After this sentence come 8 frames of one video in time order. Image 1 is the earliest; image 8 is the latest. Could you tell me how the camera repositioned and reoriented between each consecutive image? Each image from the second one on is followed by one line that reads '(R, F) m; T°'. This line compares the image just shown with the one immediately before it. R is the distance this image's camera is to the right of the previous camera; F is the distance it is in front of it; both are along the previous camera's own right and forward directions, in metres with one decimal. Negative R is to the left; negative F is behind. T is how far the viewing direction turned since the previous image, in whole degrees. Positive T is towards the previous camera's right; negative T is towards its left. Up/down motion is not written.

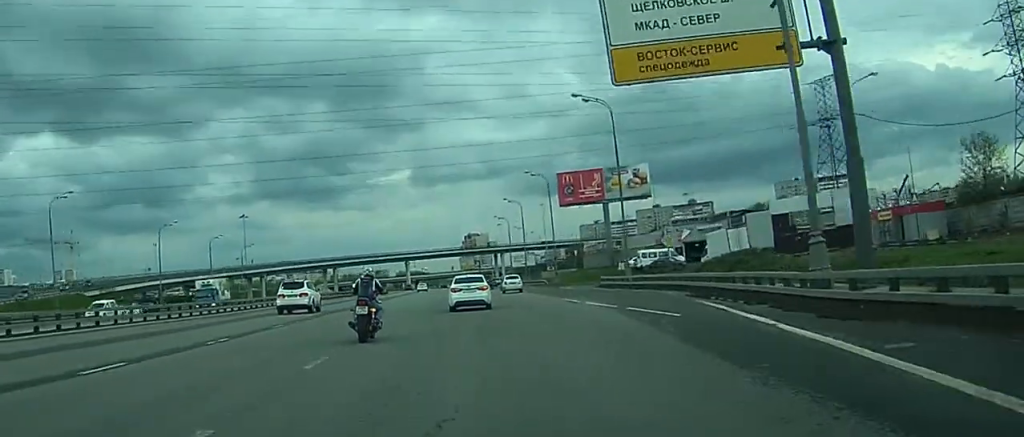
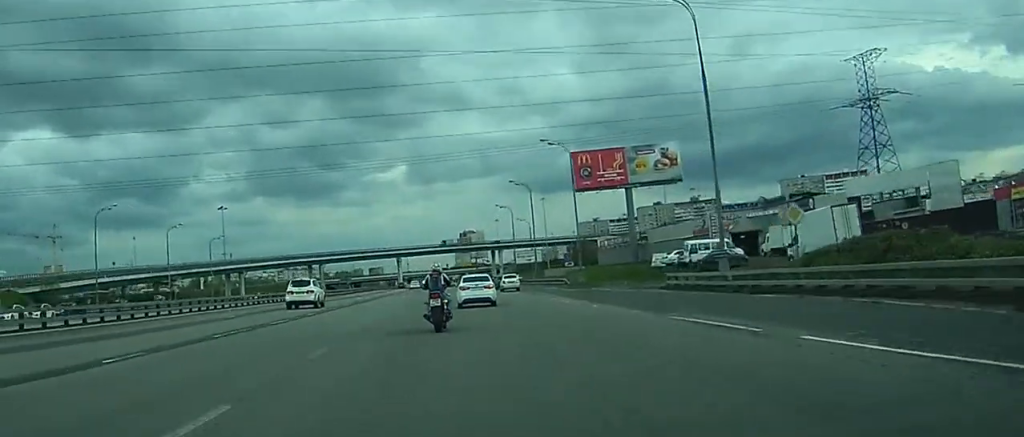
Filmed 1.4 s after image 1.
(0.0, +11.1) m; 0°
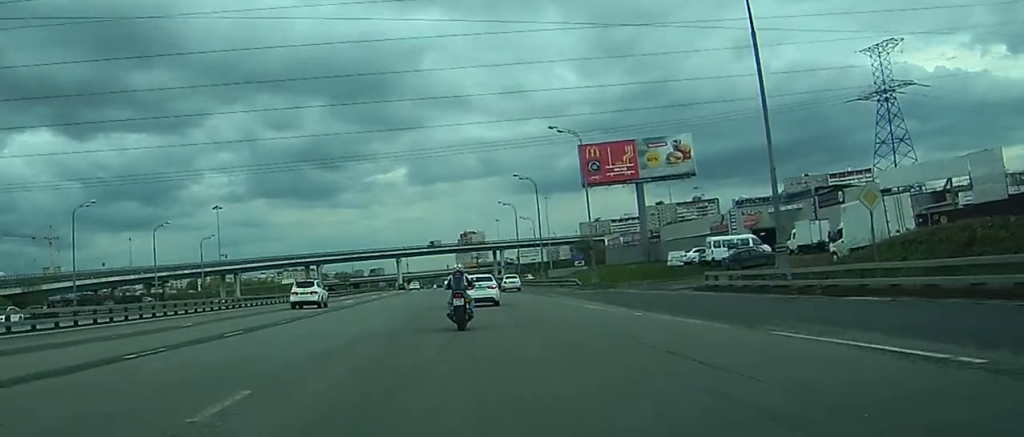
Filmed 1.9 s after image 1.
(0.0, +3.7) m; 0°
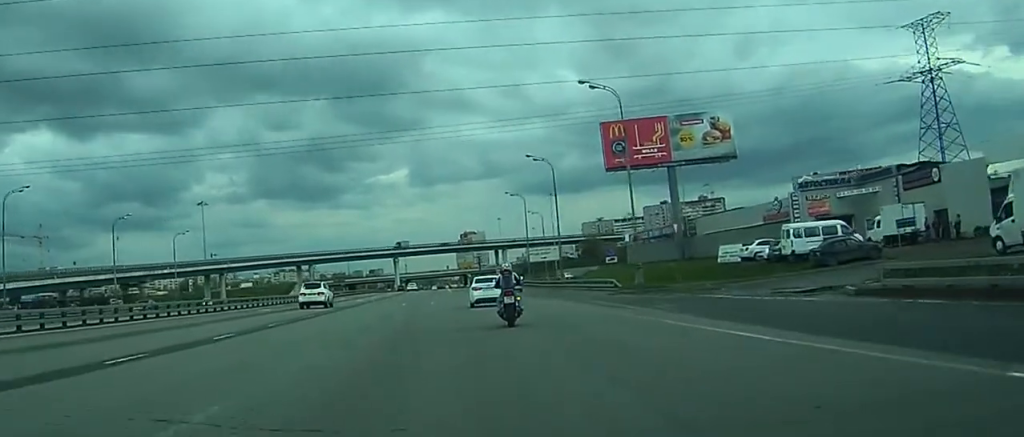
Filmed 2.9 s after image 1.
(+0.1, +11.4) m; +1°
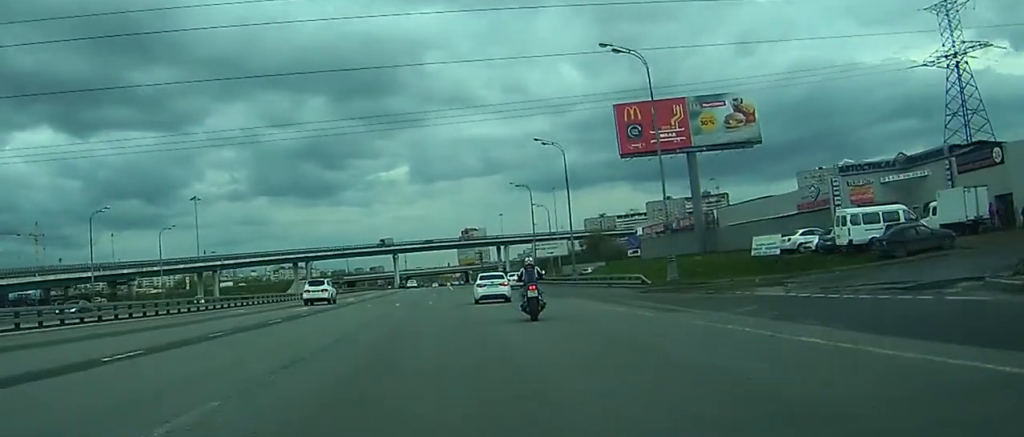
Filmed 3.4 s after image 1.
(0.0, +7.1) m; 0°
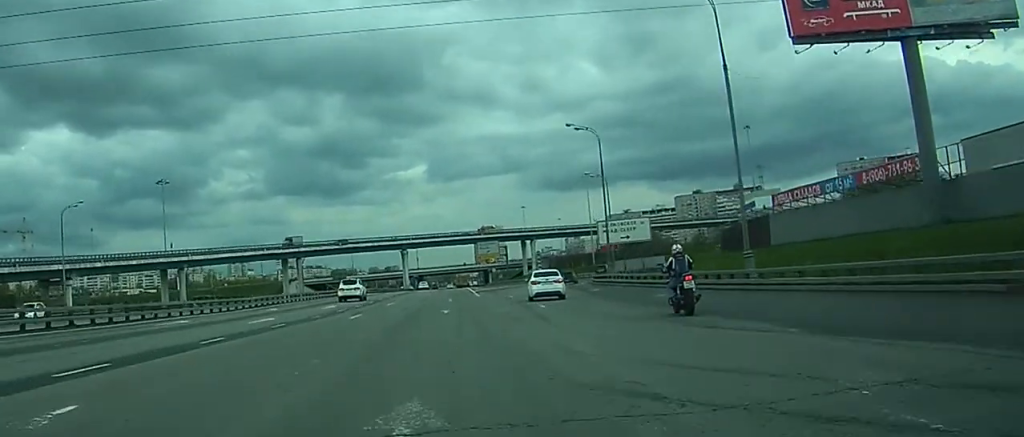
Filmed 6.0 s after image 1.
(+0.1, +54.5) m; +1°
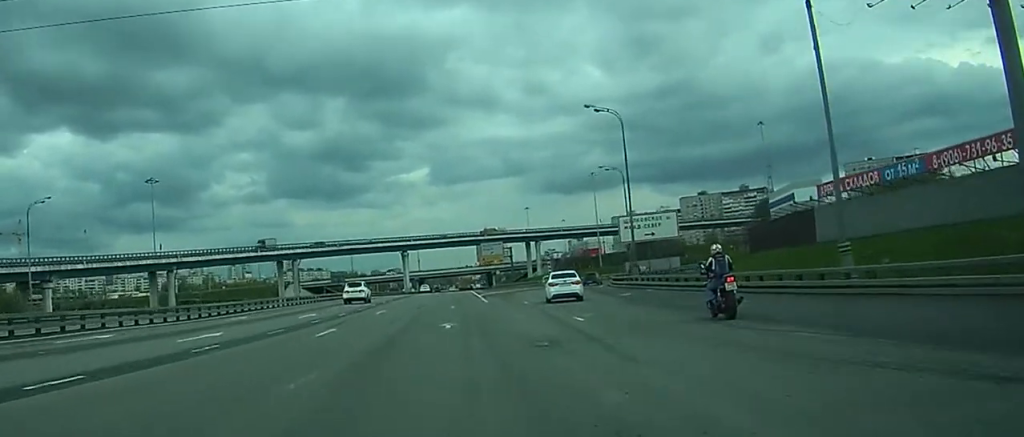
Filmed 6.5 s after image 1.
(+0.1, +11.8) m; +1°
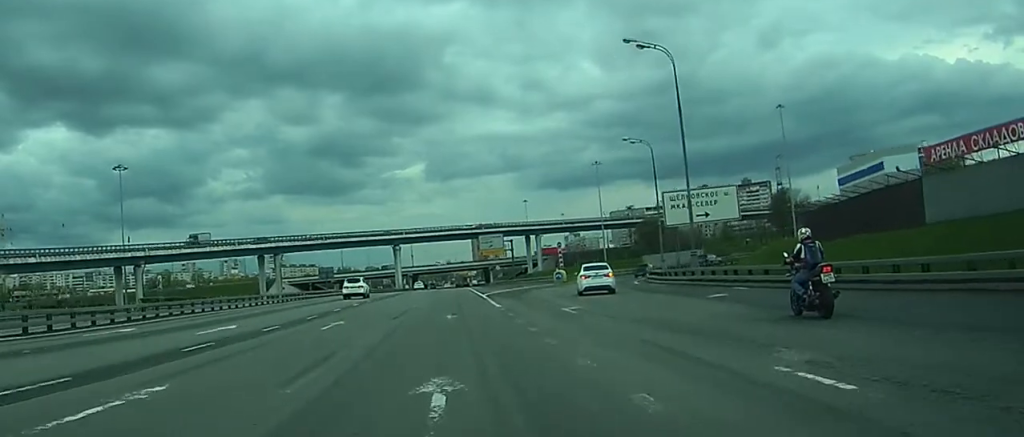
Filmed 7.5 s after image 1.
(+0.3, +21.2) m; 0°
